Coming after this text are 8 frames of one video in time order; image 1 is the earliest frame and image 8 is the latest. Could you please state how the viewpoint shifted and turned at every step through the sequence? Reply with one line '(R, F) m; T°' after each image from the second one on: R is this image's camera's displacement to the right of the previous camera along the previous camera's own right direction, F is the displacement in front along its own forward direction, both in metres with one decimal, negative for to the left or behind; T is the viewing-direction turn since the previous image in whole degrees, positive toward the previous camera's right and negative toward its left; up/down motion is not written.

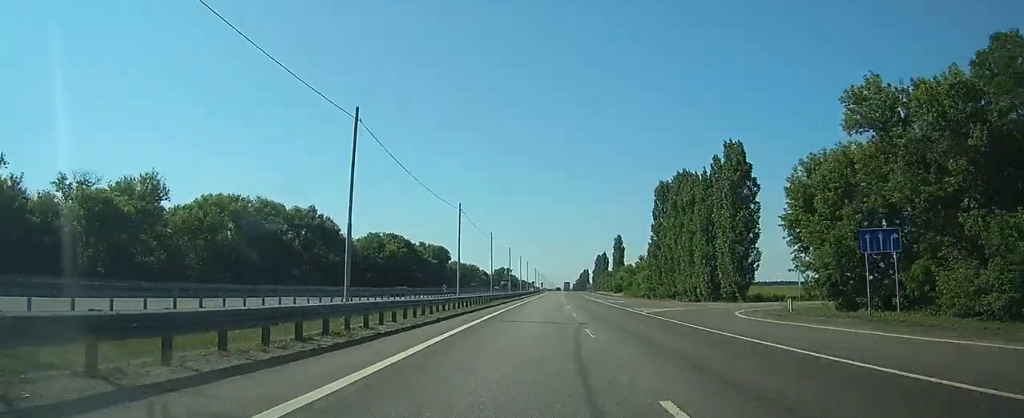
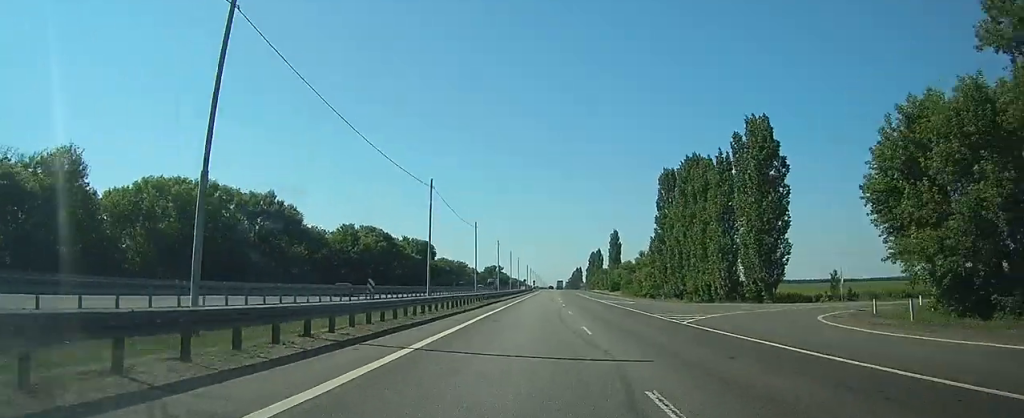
(0.0, +11.4) m; +1°
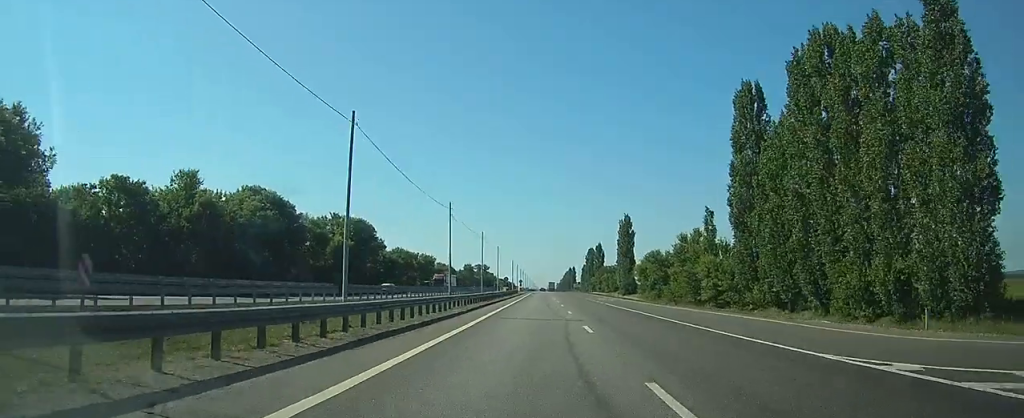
(+0.9, +46.8) m; +2°
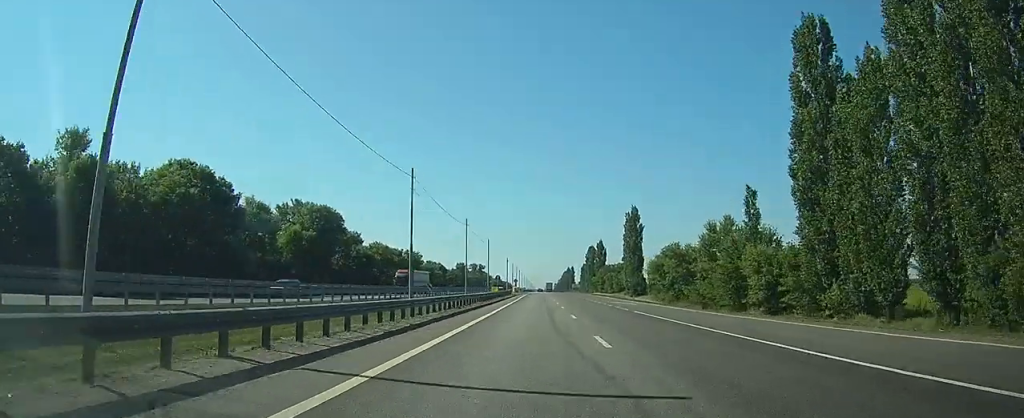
(+0.1, +16.1) m; 0°
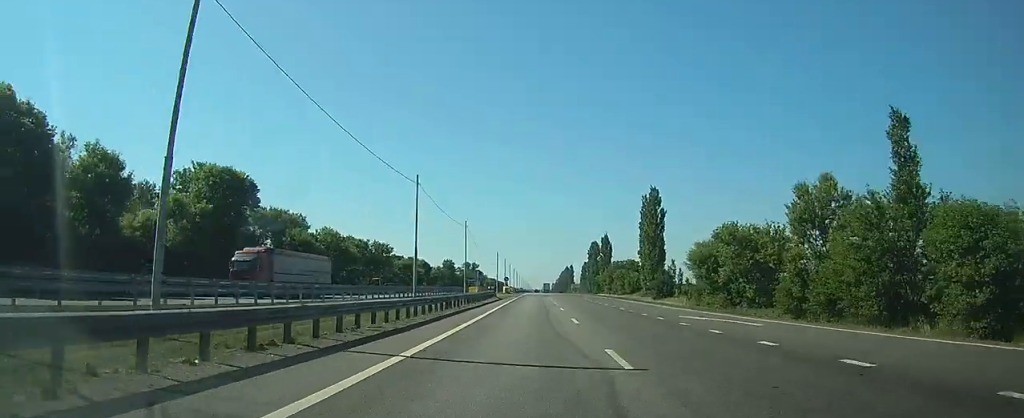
(+0.2, +26.9) m; 0°
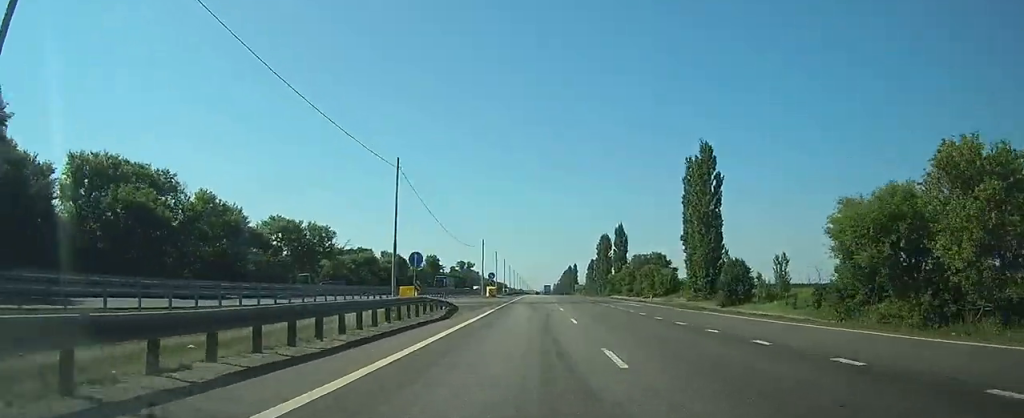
(+0.1, +35.0) m; 0°
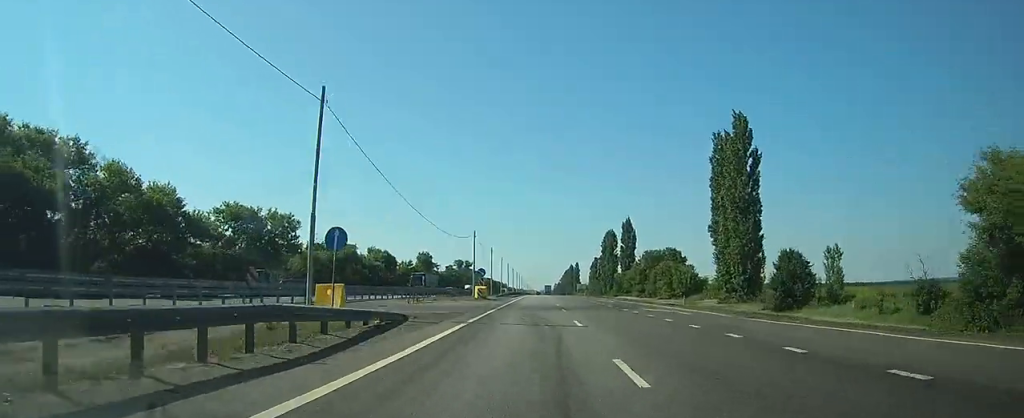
(0.0, +13.2) m; 0°
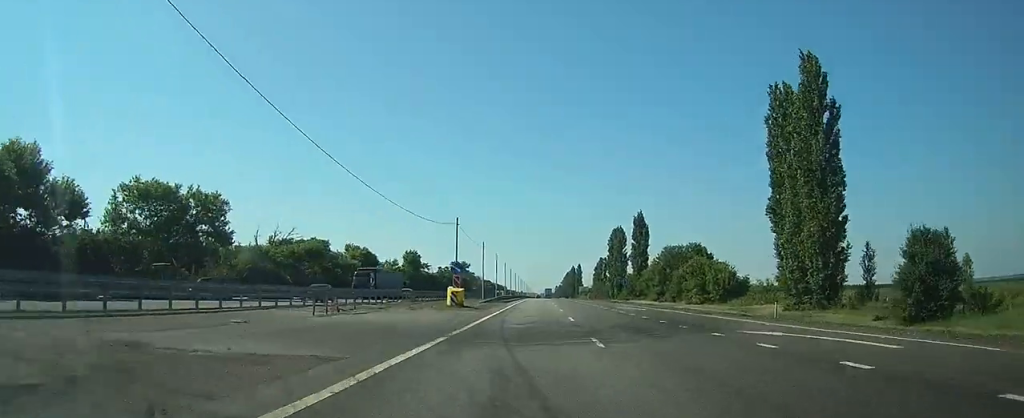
(0.0, +17.4) m; 0°
